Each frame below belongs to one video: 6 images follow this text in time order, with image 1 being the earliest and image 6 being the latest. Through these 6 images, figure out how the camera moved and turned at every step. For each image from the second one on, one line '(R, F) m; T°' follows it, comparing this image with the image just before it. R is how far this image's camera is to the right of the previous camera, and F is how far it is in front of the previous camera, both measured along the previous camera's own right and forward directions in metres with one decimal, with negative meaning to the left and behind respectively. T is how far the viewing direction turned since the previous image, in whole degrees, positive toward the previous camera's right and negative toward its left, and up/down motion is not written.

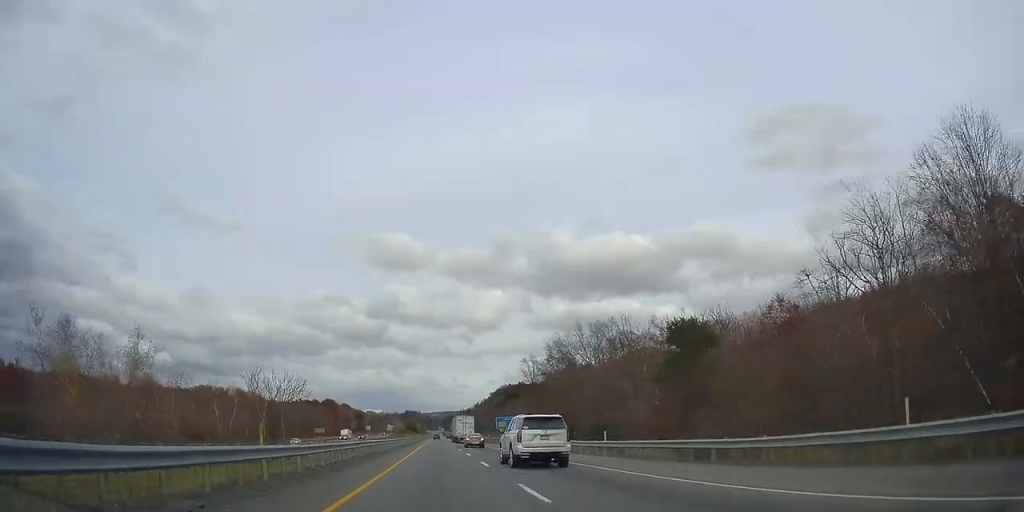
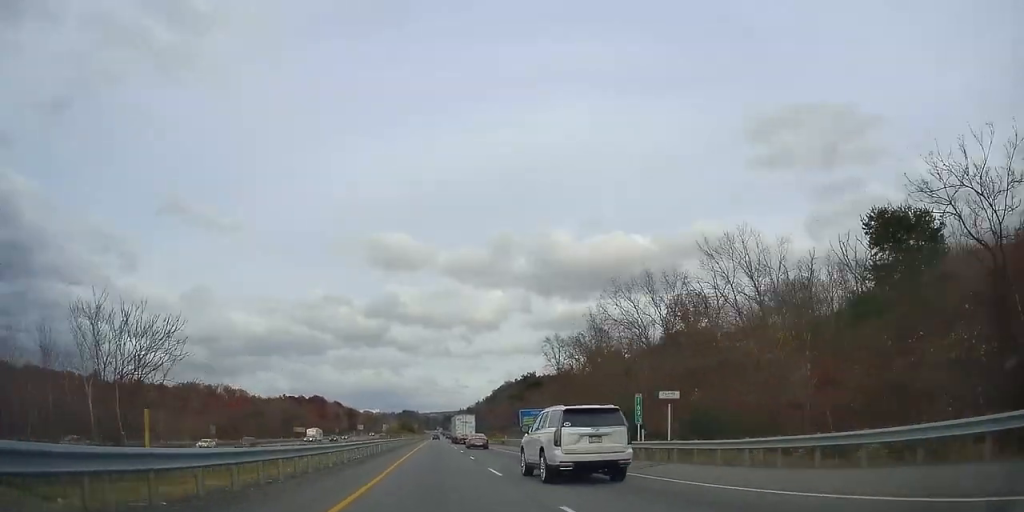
(-0.2, +28.8) m; 0°
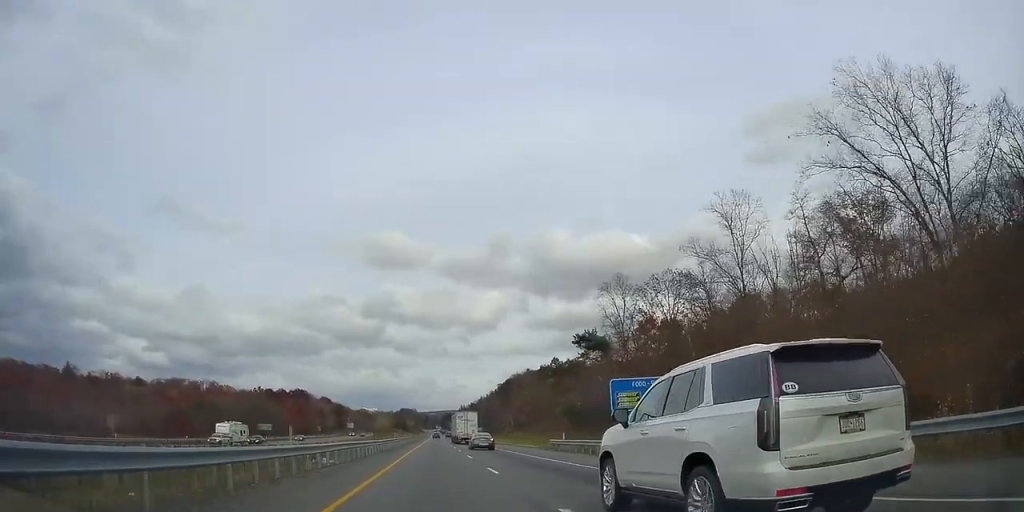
(+0.3, +35.9) m; -1°
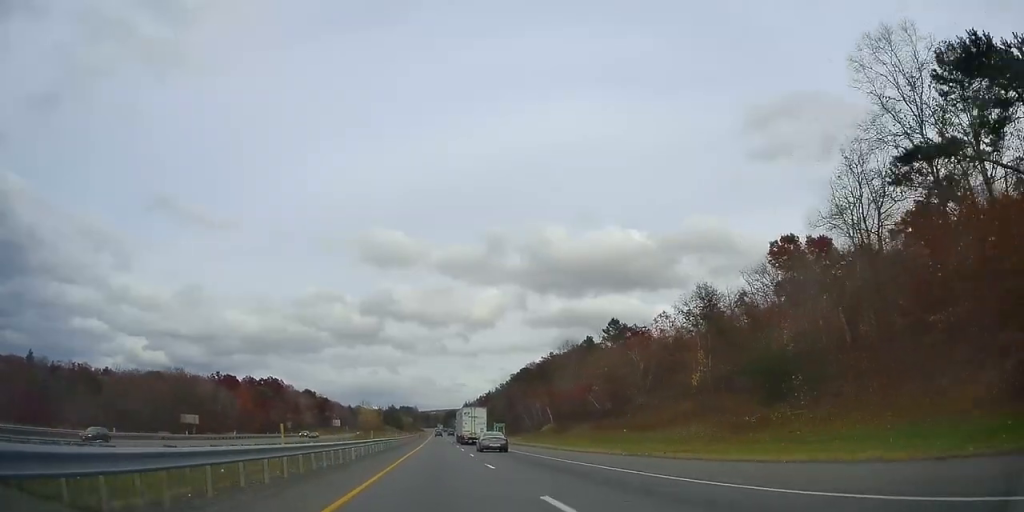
(-0.5, +47.3) m; 0°
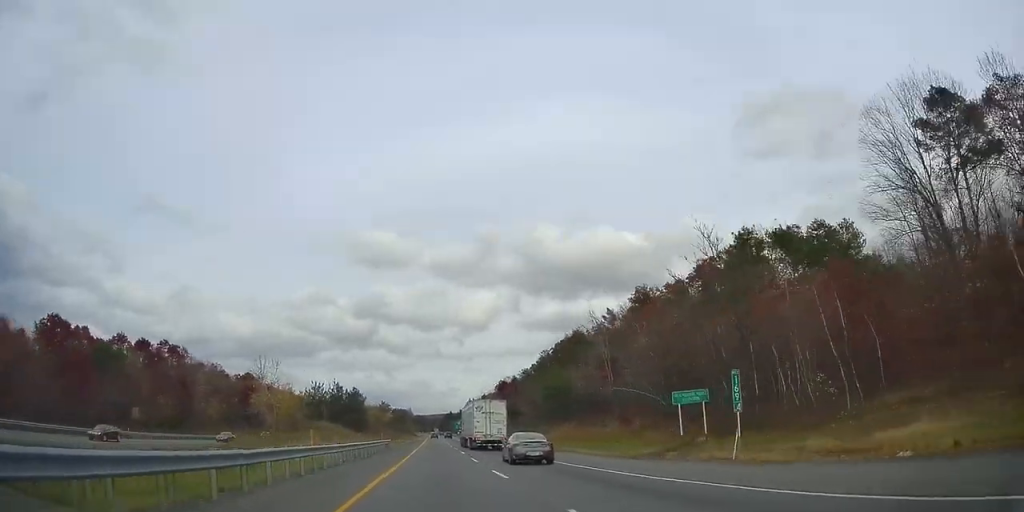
(+1.1, +87.7) m; +1°
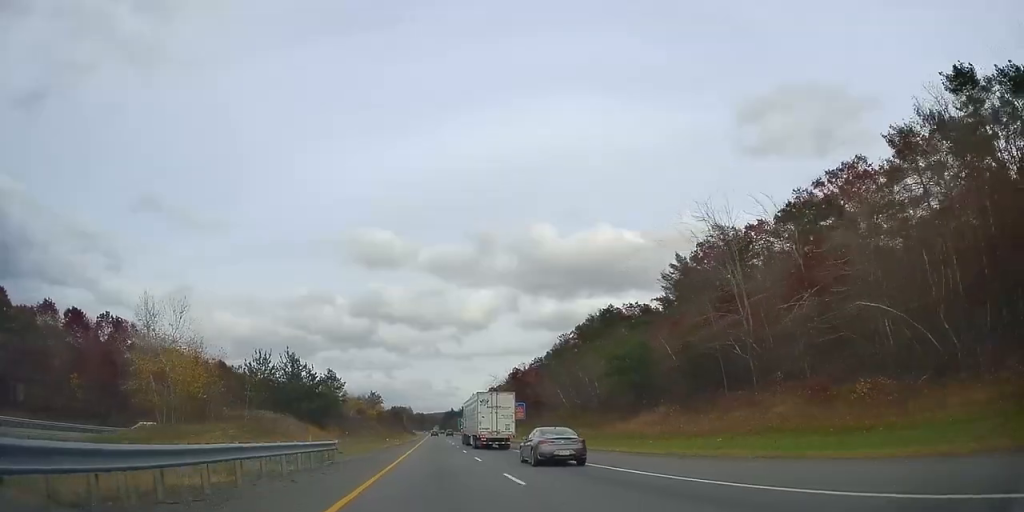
(0.0, +26.9) m; 0°
